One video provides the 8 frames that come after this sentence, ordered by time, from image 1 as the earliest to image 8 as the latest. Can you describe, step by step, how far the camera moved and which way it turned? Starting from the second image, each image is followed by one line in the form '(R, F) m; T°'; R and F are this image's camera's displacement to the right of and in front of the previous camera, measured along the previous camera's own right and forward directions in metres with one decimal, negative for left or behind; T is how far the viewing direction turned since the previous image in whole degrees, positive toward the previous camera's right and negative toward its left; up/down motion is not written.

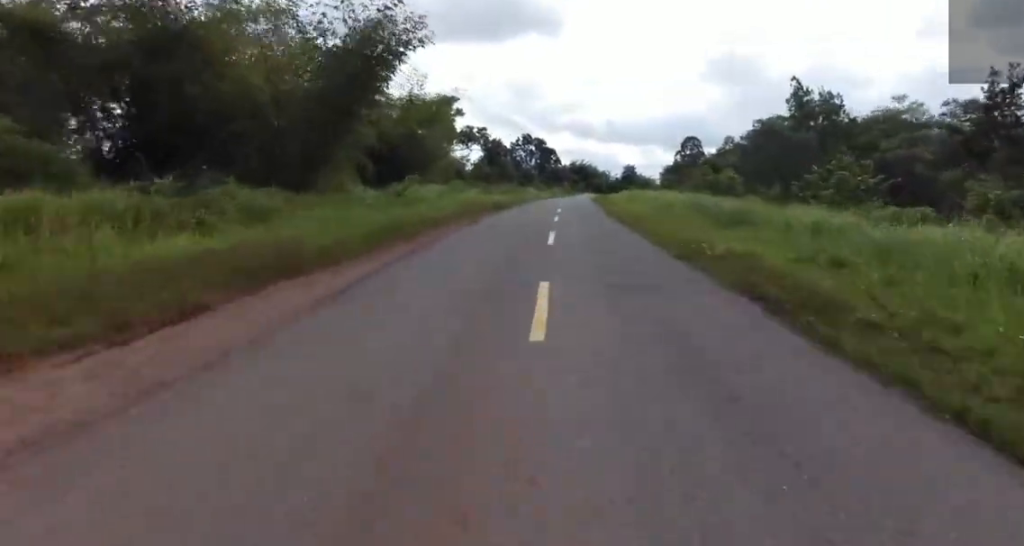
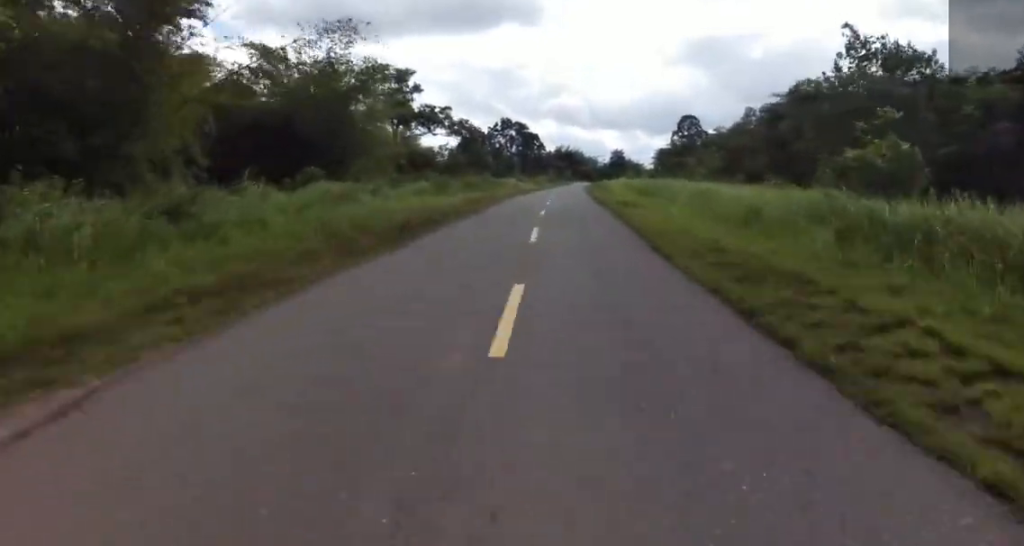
(+0.3, +17.1) m; 0°
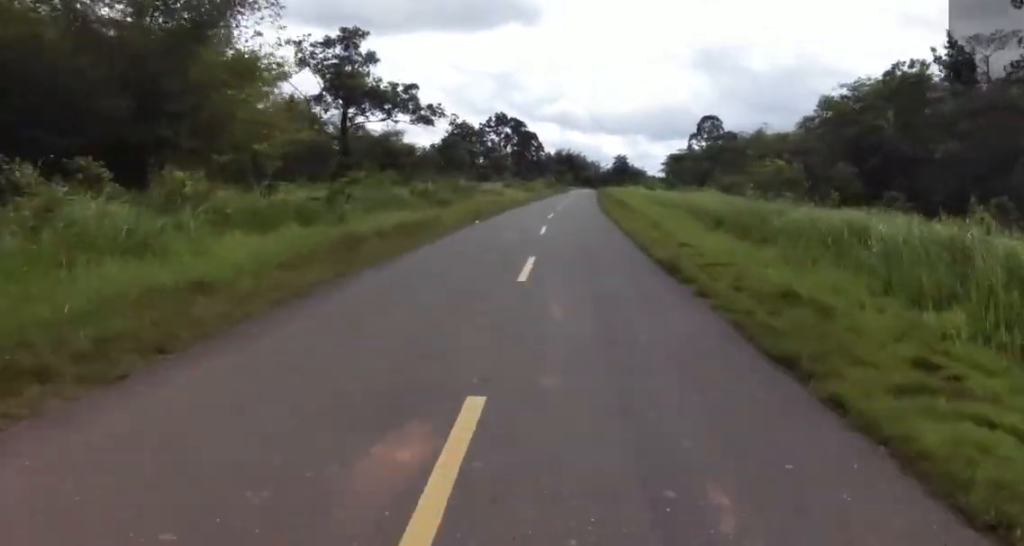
(+0.1, +20.9) m; +3°
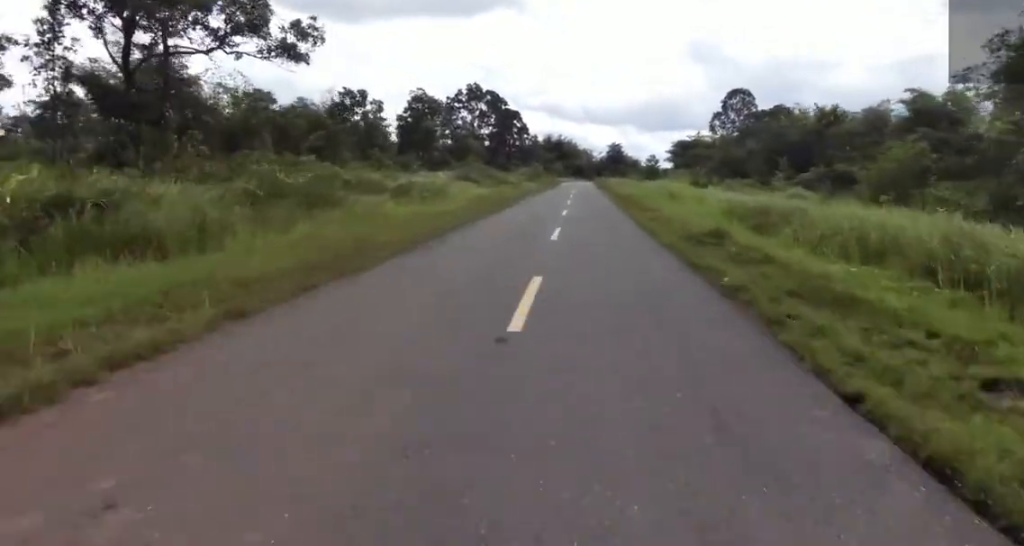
(+0.9, +28.5) m; -2°
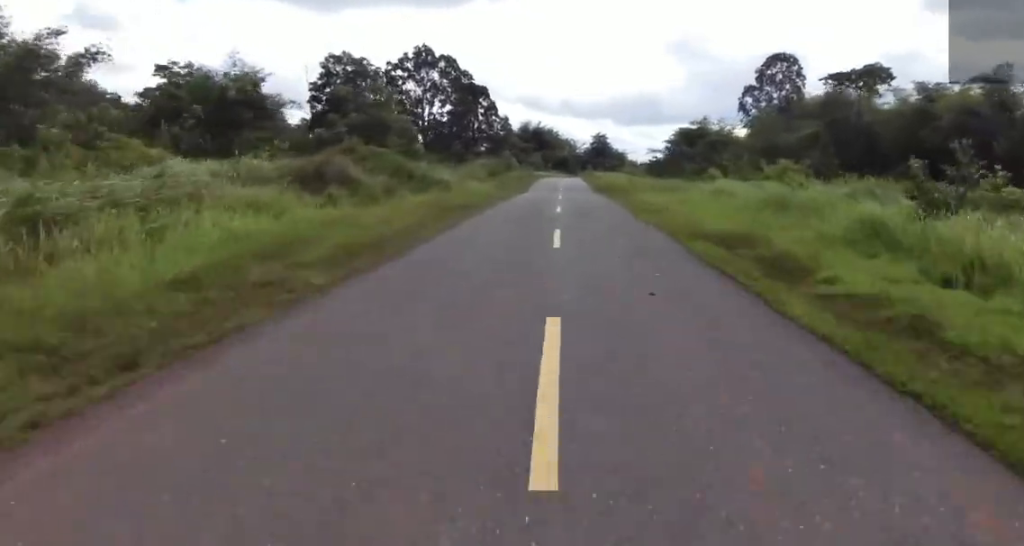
(-0.6, +27.6) m; +1°
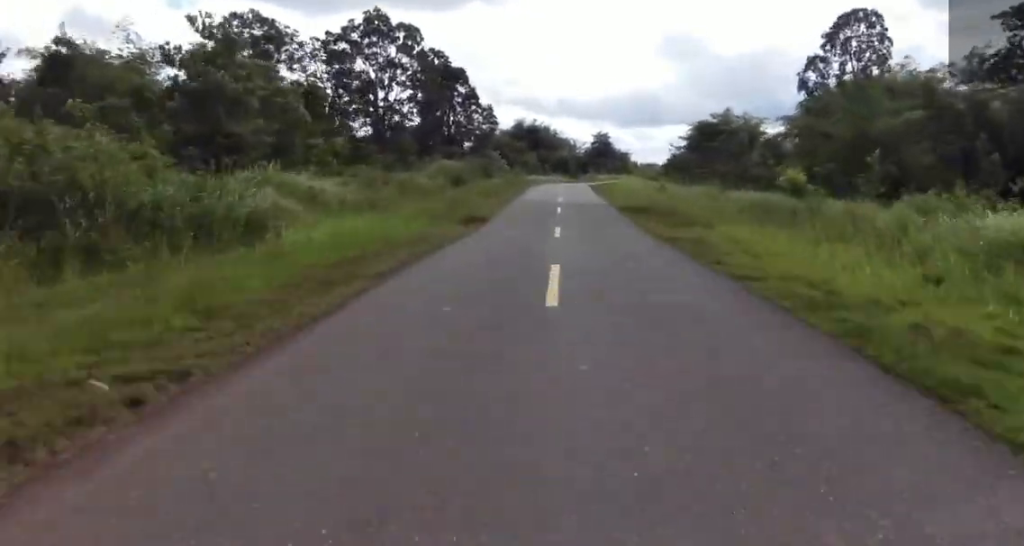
(+0.5, +21.0) m; 0°
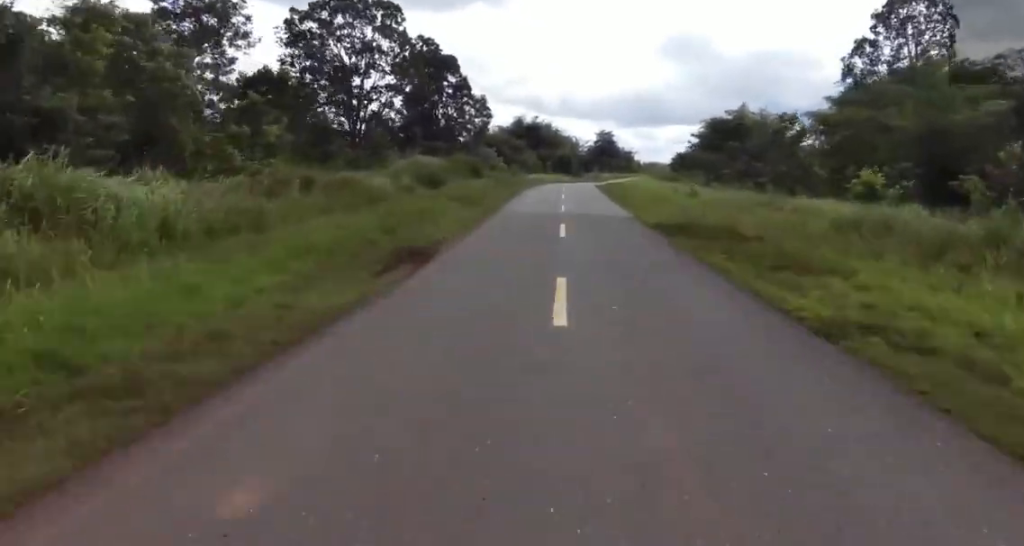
(-0.2, +8.9) m; -1°
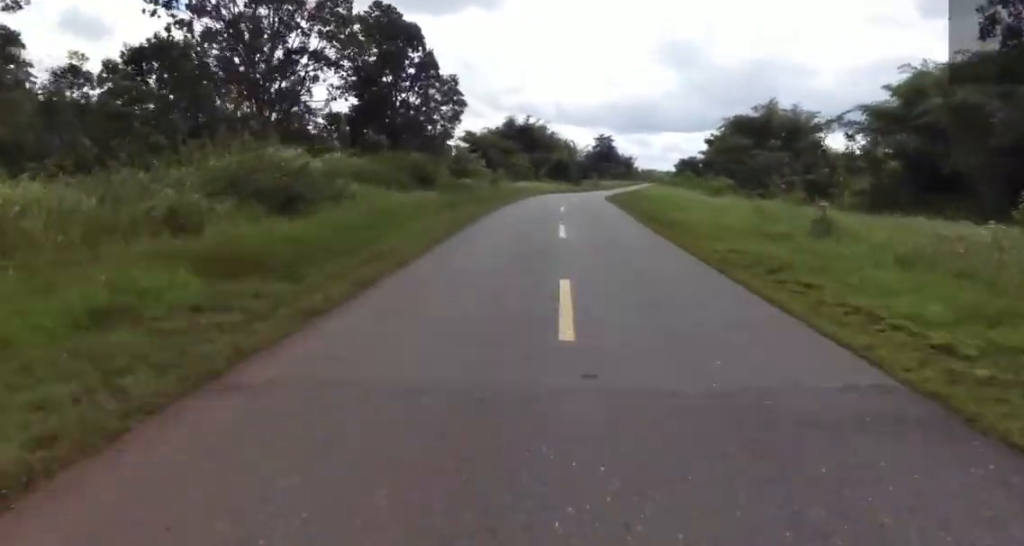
(0.0, +16.6) m; +1°
